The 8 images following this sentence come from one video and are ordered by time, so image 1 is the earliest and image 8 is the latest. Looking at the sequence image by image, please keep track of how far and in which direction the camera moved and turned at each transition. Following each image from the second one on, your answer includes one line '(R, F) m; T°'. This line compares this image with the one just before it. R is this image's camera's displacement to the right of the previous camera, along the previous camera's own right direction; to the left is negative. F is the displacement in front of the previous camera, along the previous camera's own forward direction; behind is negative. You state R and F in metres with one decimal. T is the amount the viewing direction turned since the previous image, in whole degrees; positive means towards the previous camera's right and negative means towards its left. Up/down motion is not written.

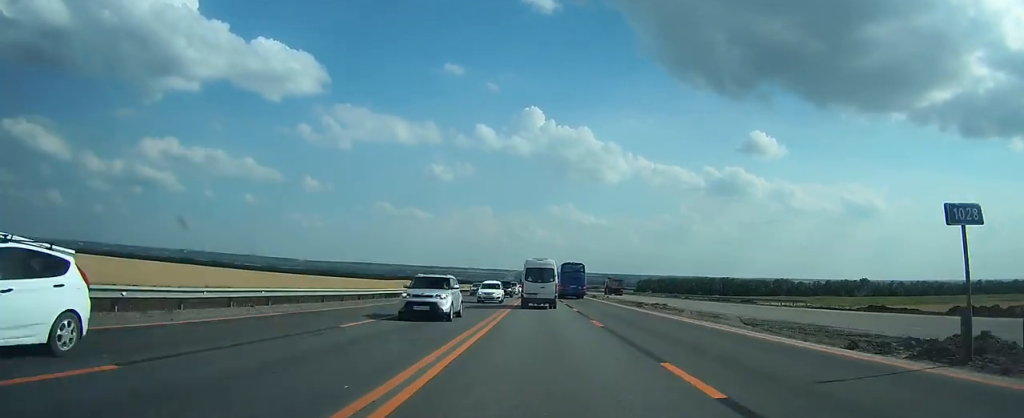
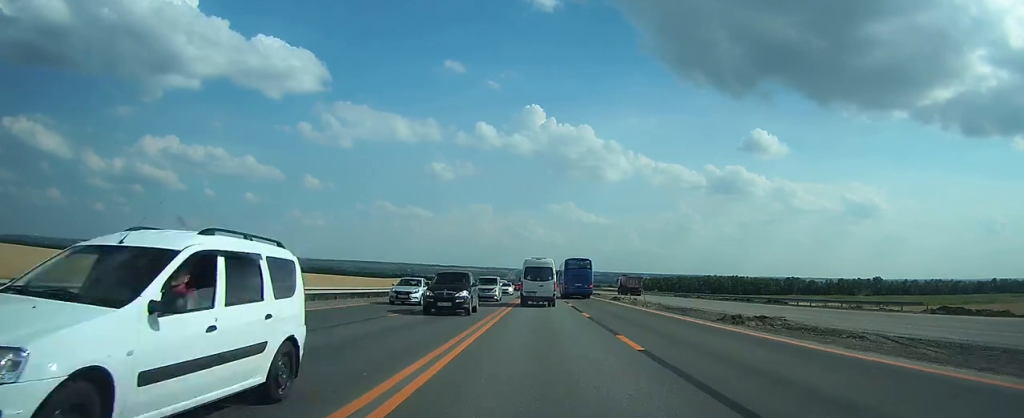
(0.0, +19.3) m; 0°
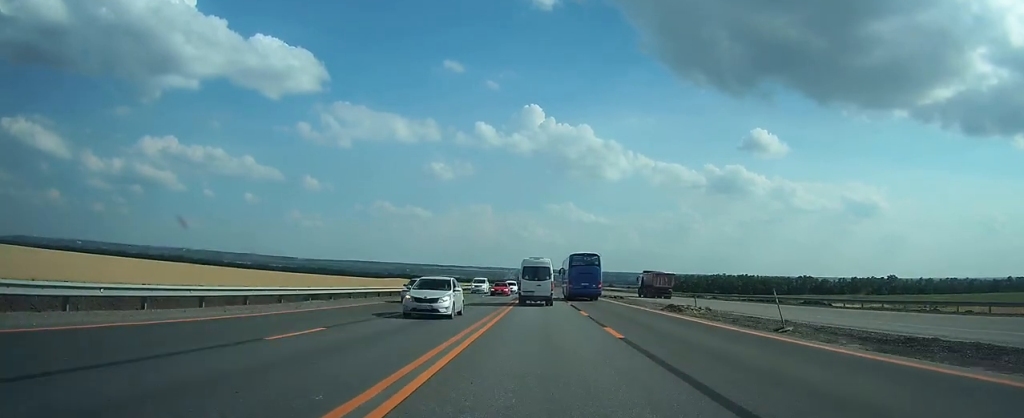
(0.0, +21.8) m; 0°
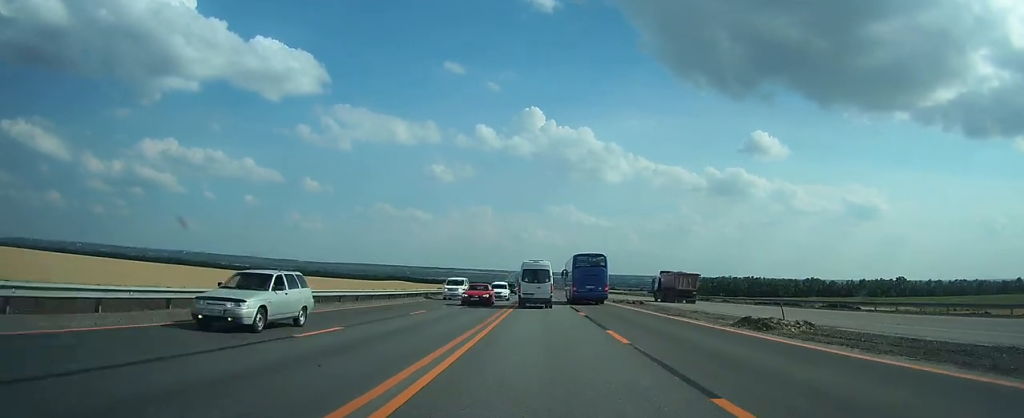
(0.0, +10.9) m; 0°
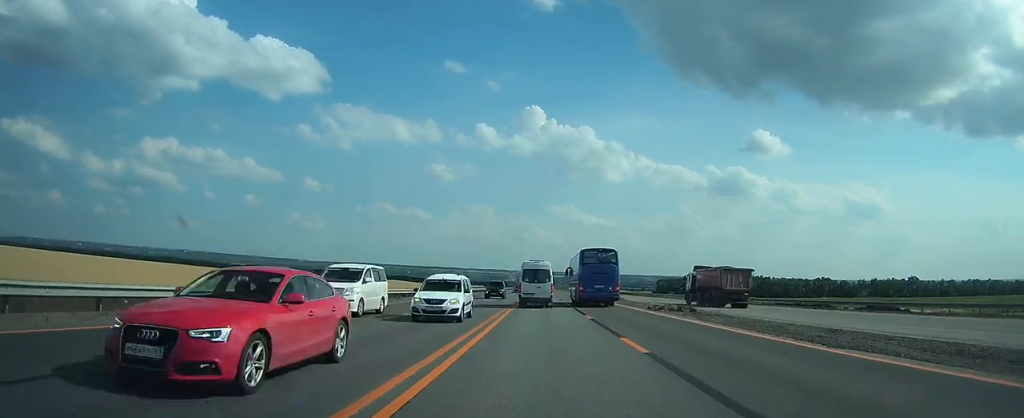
(0.0, +15.1) m; 0°
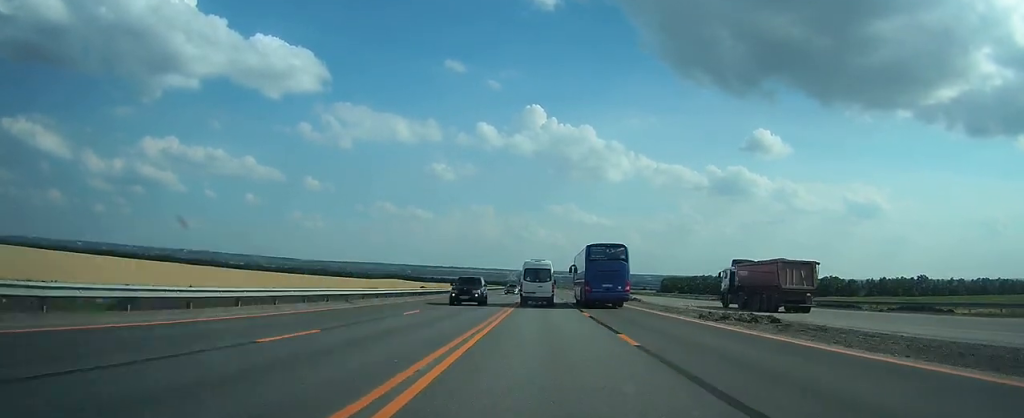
(0.0, +10.9) m; 0°
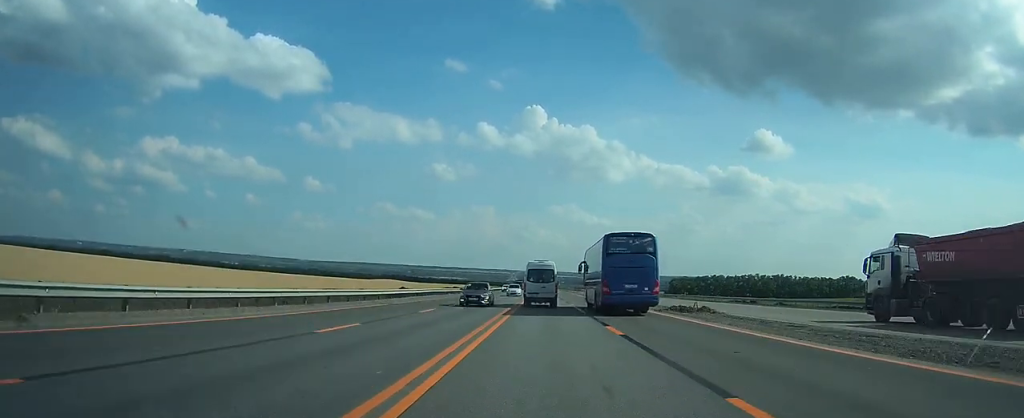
(0.0, +21.0) m; 0°
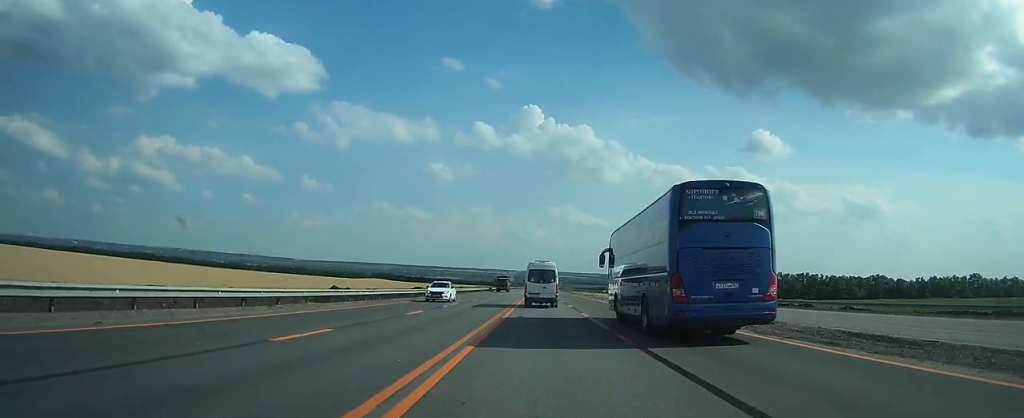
(0.0, +38.1) m; 0°
